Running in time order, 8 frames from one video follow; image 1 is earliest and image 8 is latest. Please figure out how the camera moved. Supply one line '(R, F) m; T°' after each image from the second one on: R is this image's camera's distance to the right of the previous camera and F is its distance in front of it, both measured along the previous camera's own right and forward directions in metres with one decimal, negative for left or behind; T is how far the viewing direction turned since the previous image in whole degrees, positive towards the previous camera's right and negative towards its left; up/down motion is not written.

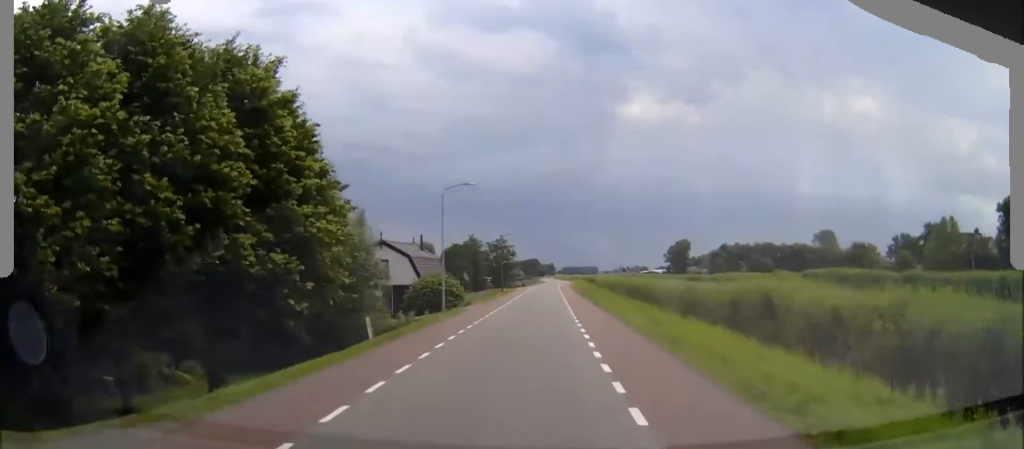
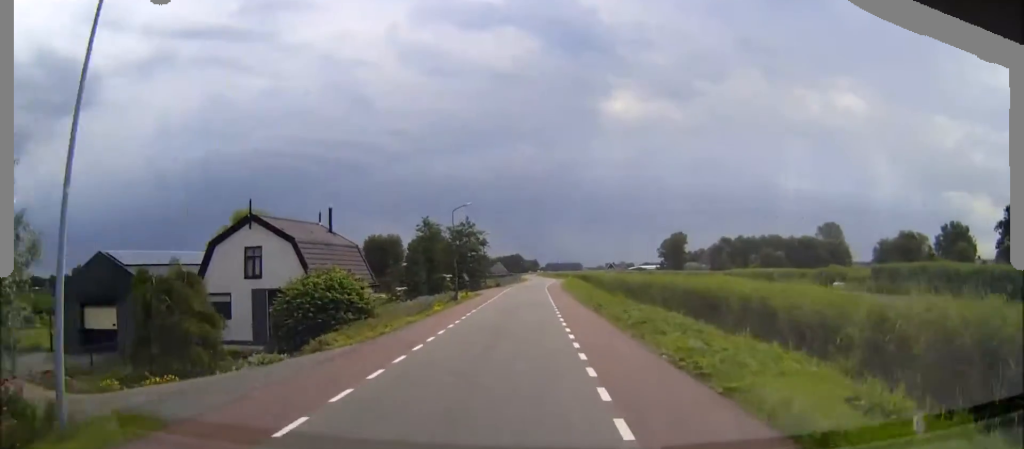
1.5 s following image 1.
(+0.2, +26.2) m; +1°
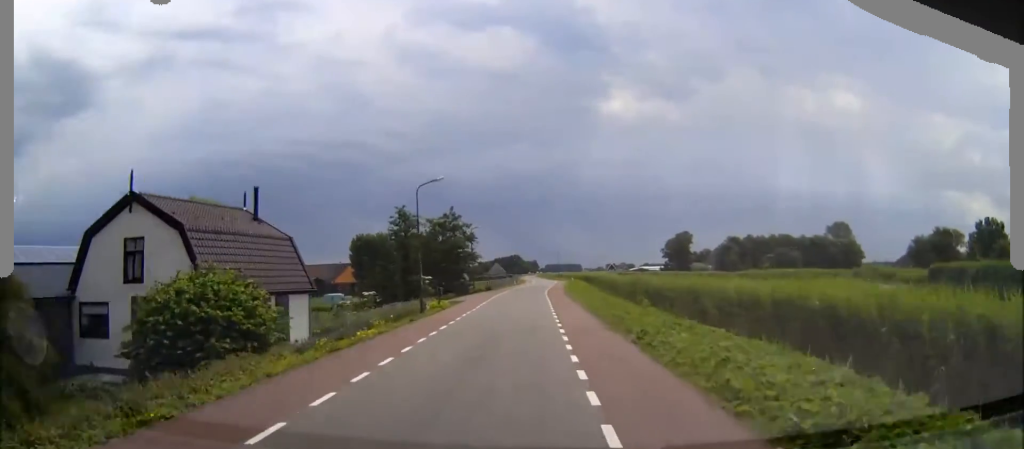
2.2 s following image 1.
(-0.1, +12.1) m; 0°
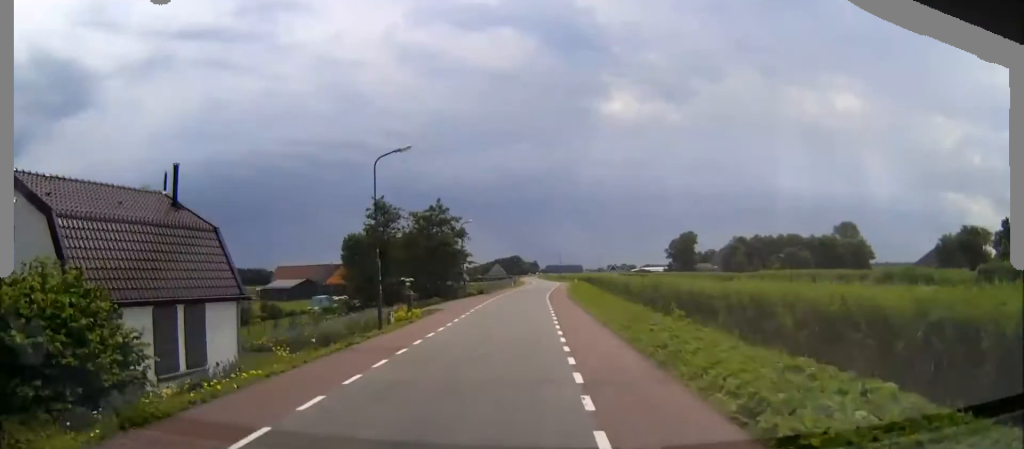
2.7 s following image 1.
(0.0, +8.1) m; 0°
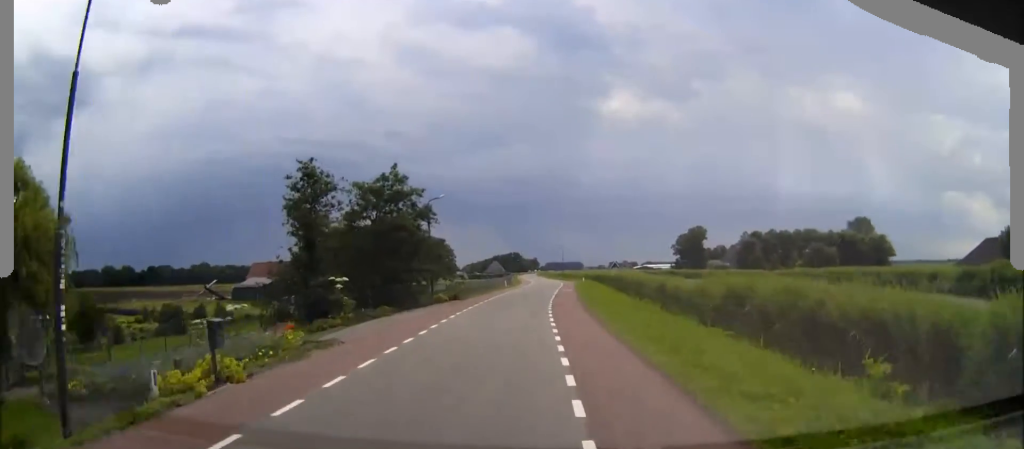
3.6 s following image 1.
(+0.1, +16.2) m; +1°
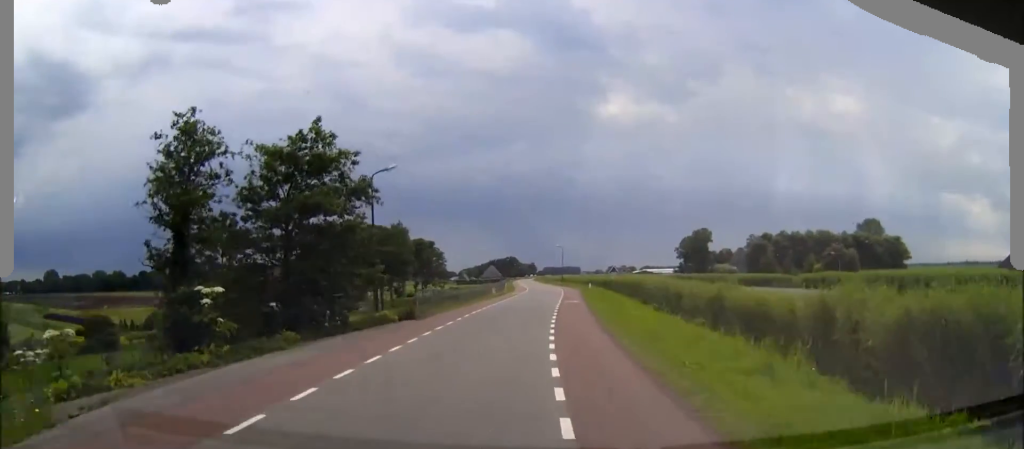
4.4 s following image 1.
(0.0, +12.7) m; 0°
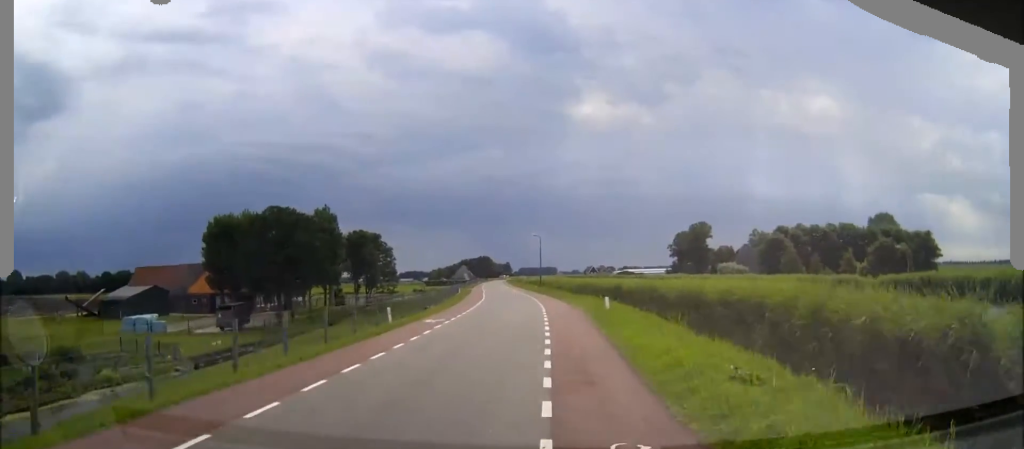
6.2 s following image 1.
(+0.1, +32.0) m; -1°
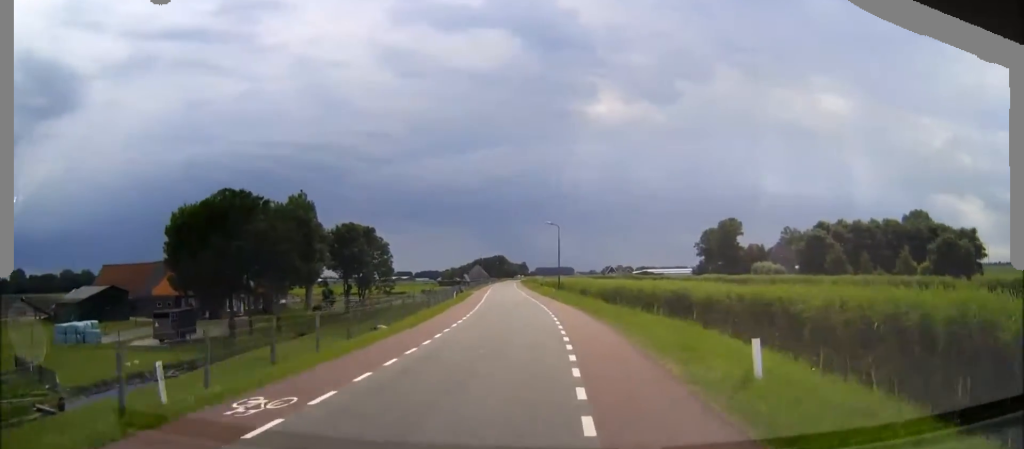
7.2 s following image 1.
(-0.2, +16.5) m; -1°
